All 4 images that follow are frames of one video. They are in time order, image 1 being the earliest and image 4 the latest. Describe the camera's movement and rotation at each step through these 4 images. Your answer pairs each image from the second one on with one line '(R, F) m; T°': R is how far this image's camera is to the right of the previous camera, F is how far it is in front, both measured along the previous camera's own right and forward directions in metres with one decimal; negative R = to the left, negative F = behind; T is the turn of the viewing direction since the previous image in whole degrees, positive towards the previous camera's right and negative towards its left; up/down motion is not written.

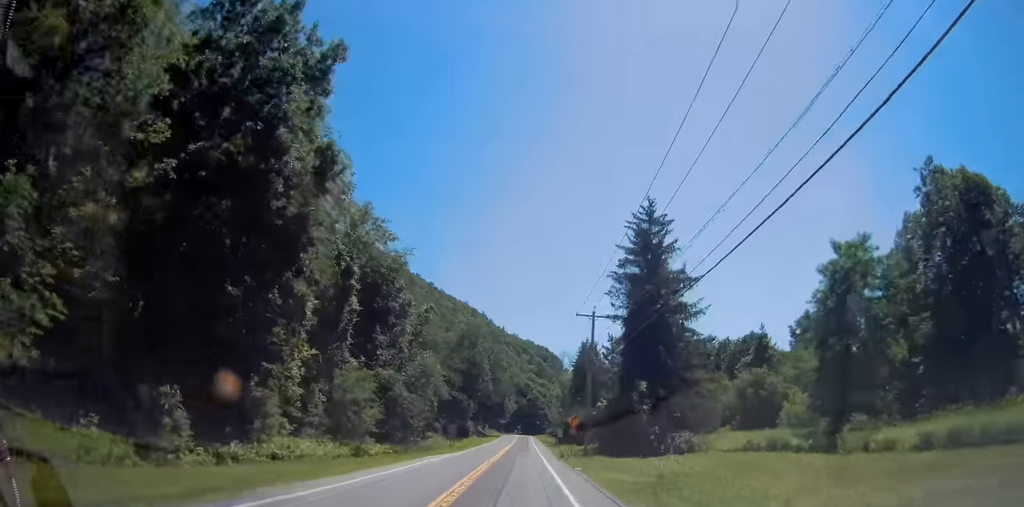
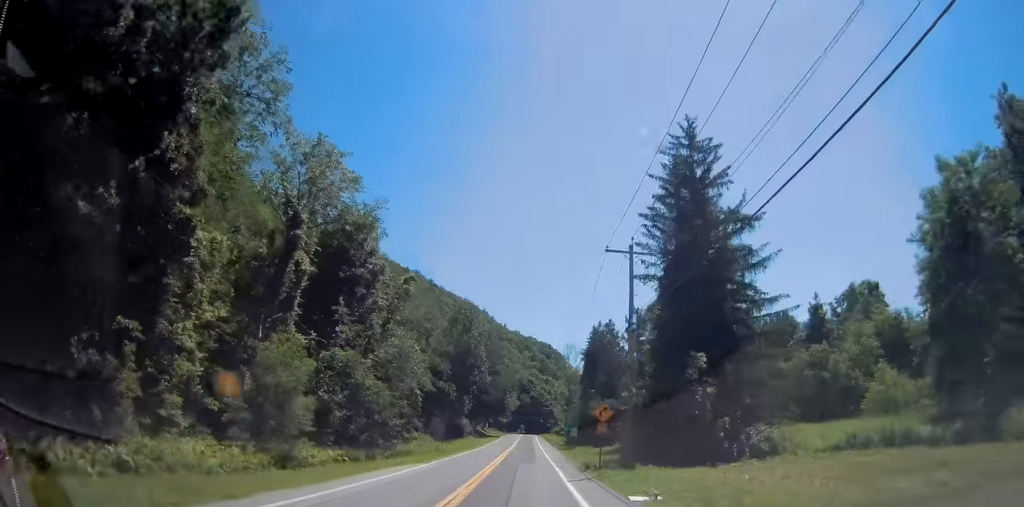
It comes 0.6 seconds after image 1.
(+0.2, +14.3) m; 0°
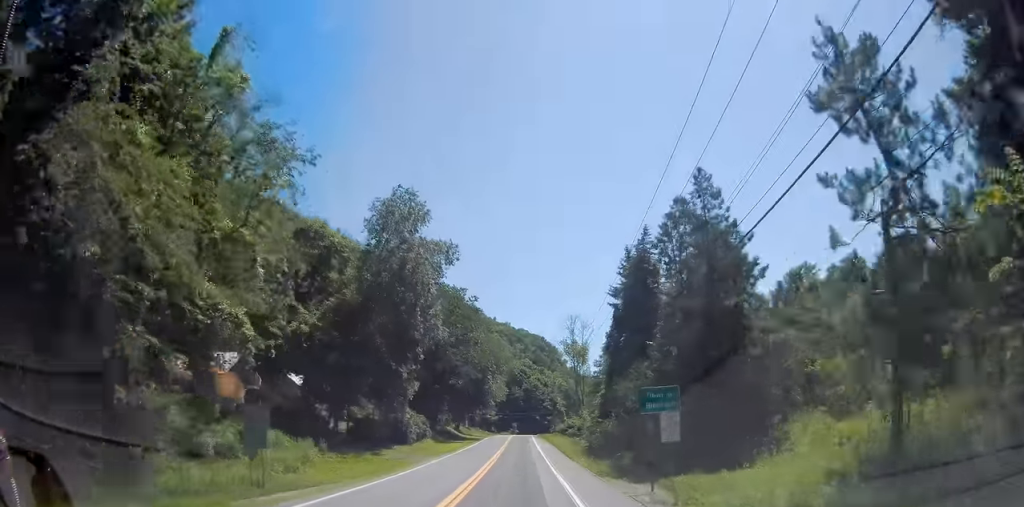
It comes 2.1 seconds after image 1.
(-0.3, +39.5) m; 0°
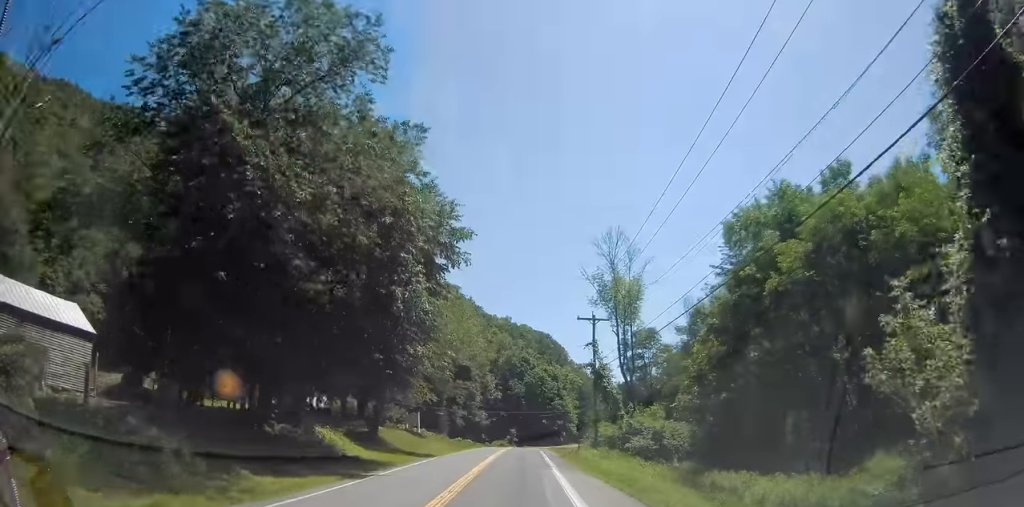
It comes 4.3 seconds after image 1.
(+0.7, +54.3) m; +1°
